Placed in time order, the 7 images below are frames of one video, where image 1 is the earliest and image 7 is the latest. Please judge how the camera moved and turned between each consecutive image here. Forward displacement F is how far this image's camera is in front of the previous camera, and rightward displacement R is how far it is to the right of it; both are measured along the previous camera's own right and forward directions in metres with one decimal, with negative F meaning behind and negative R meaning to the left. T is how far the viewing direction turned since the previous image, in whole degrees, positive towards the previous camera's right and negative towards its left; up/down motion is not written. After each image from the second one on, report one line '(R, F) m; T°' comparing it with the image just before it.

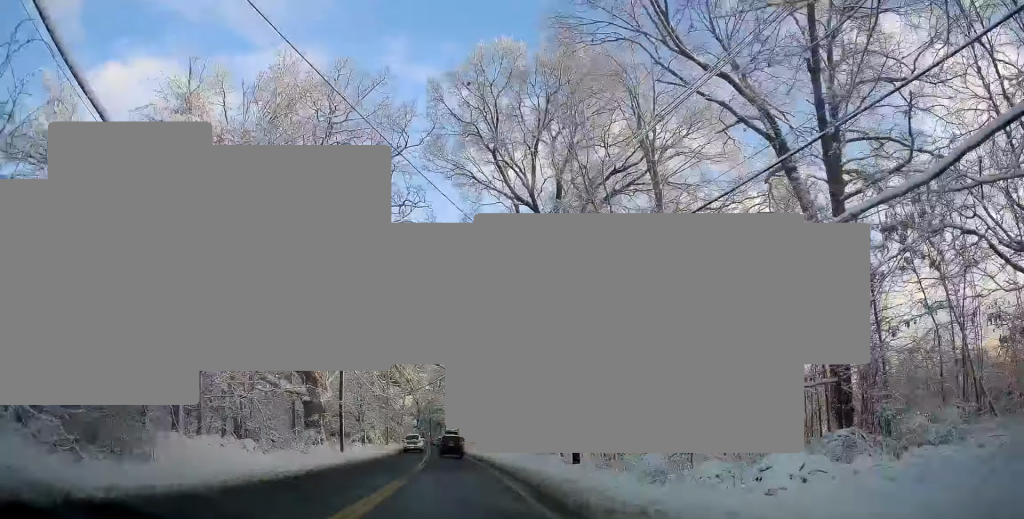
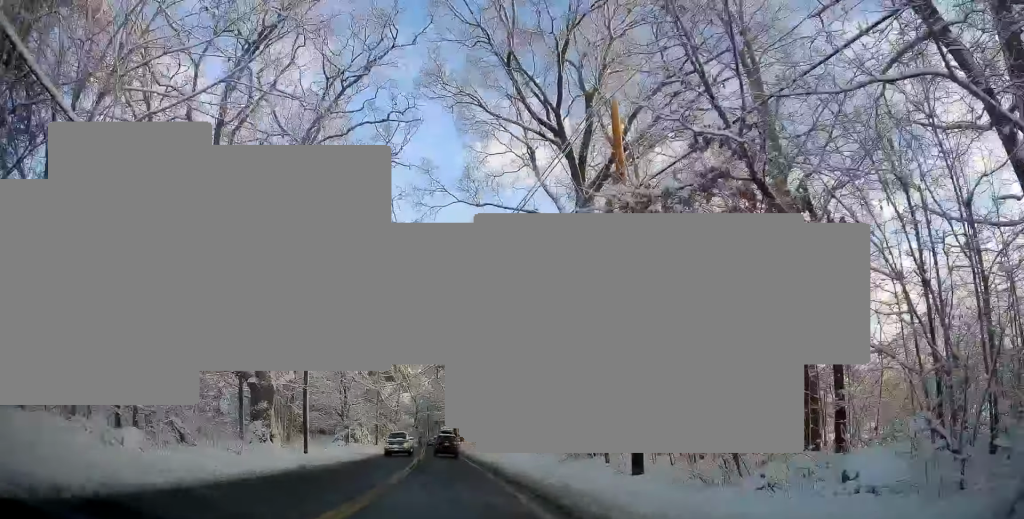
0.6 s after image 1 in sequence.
(0.0, +8.8) m; -2°
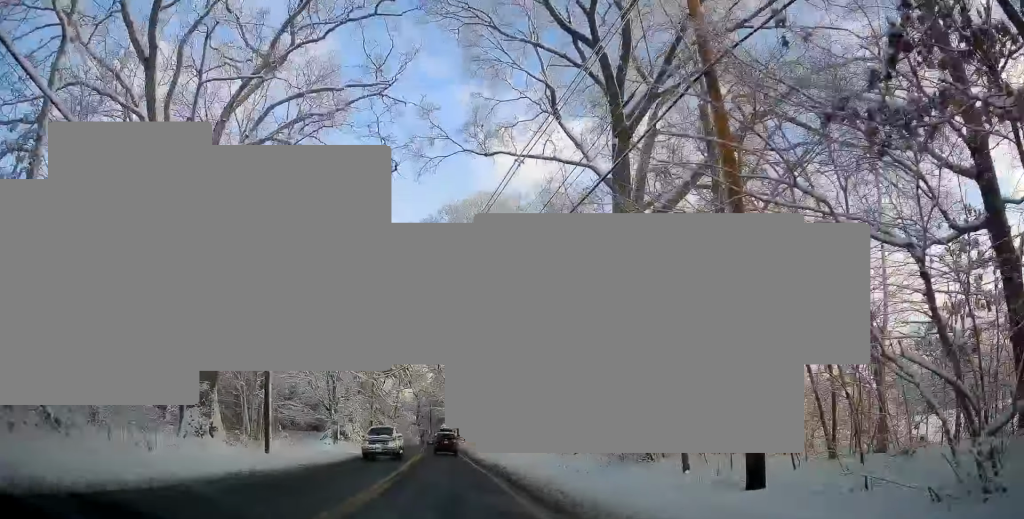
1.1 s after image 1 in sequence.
(+0.1, +6.5) m; -2°
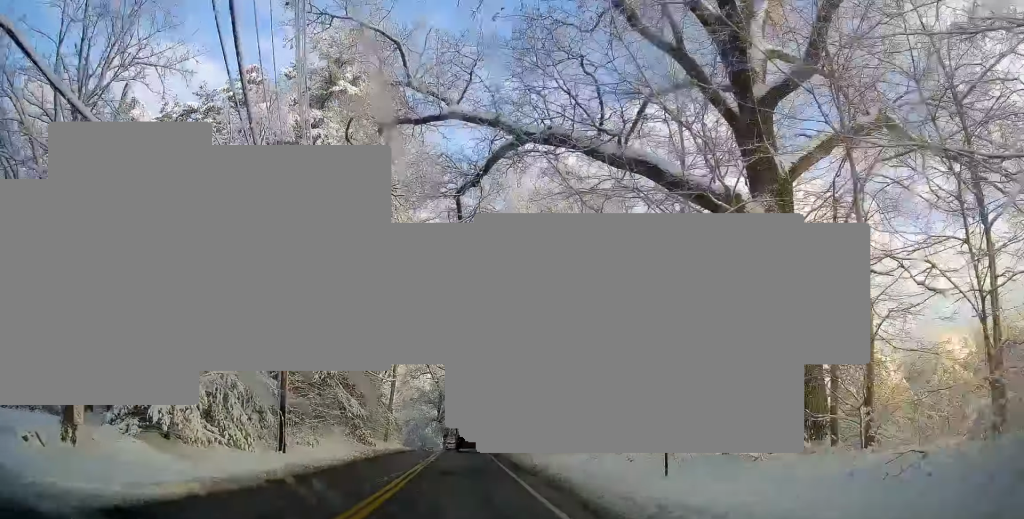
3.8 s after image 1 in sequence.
(-1.3, +37.8) m; -4°
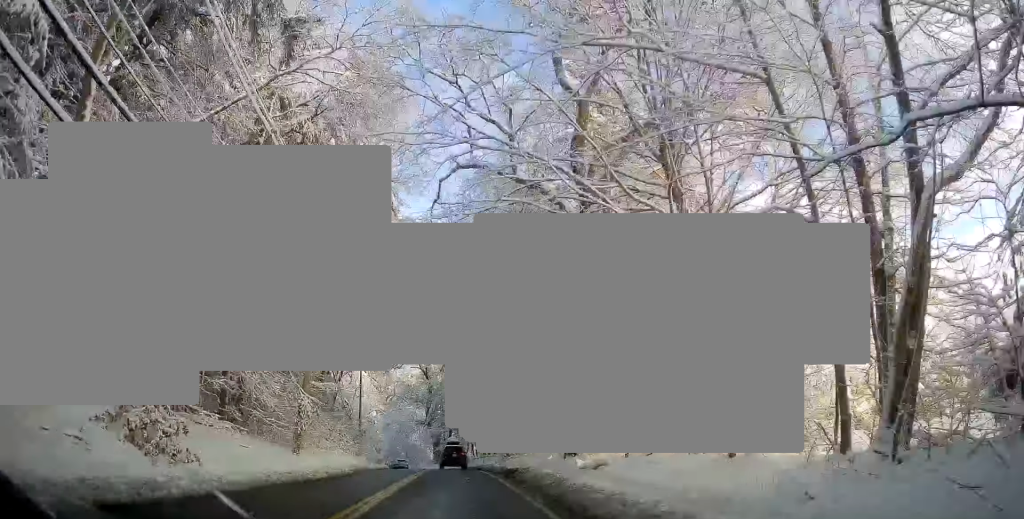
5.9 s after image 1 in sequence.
(-1.0, +28.0) m; -1°
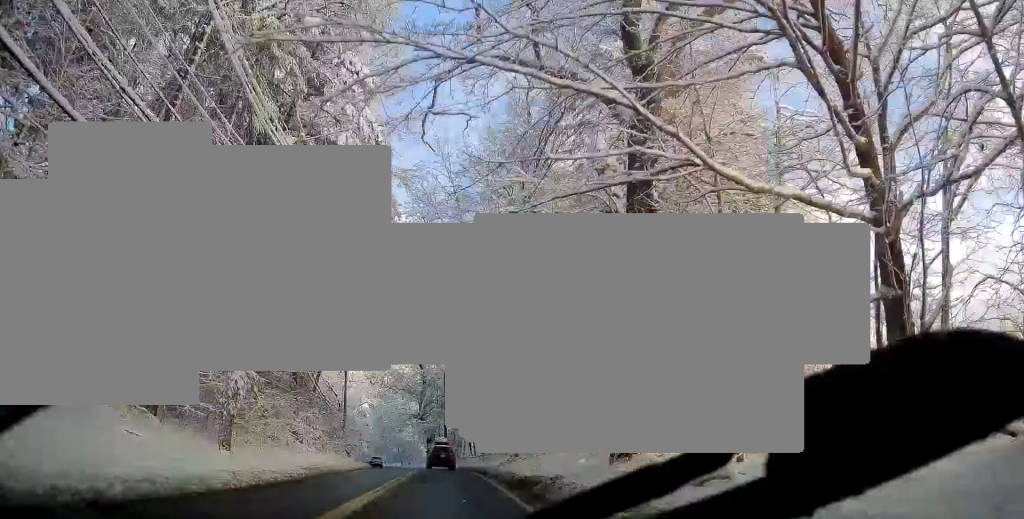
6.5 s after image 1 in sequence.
(+0.2, +7.2) m; 0°
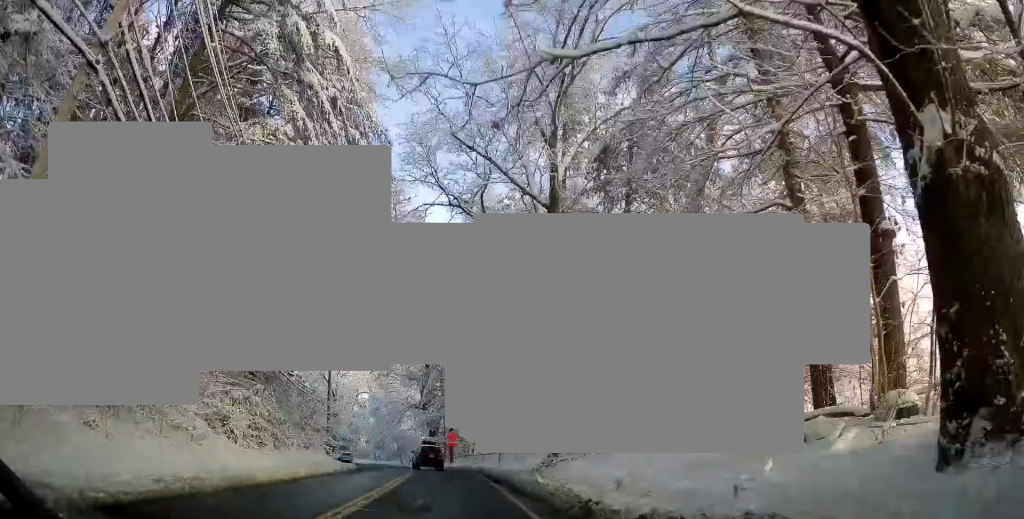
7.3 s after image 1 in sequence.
(+0.1, +10.6) m; 0°
